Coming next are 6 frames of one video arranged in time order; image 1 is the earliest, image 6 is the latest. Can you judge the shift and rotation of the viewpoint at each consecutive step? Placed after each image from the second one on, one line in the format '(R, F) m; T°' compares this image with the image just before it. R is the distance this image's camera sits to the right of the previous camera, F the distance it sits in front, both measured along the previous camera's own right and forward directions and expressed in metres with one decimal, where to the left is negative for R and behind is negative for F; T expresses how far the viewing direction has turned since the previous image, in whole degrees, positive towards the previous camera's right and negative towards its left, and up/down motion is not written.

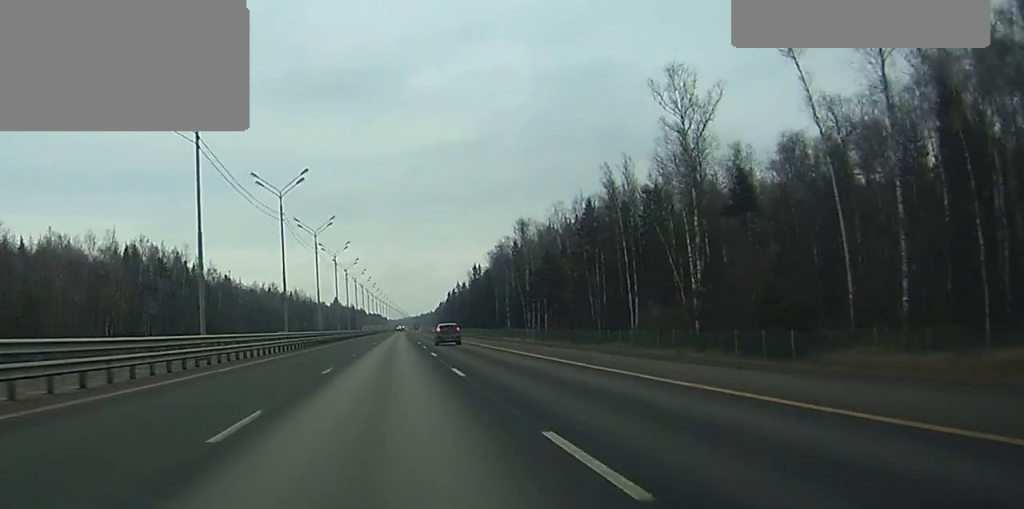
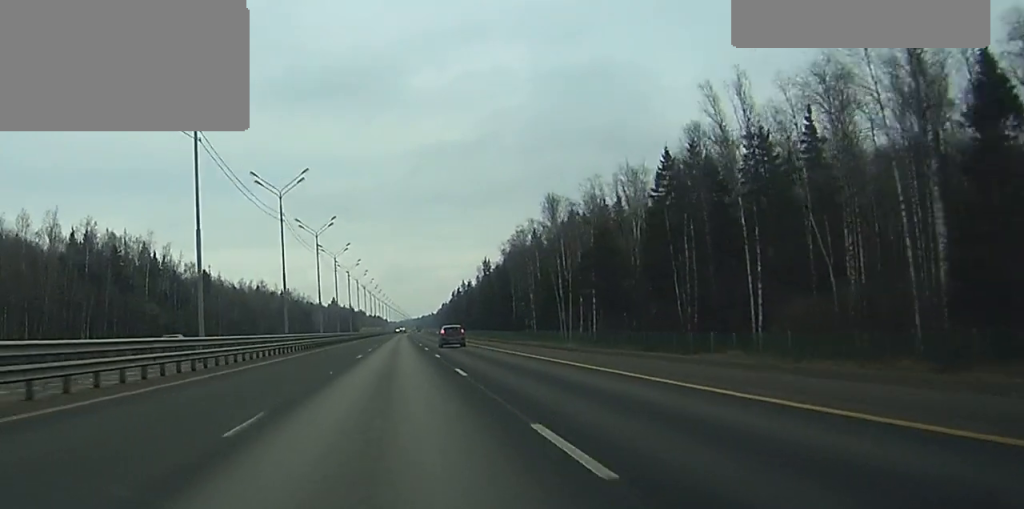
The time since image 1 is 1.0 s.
(0.0, +30.8) m; 0°
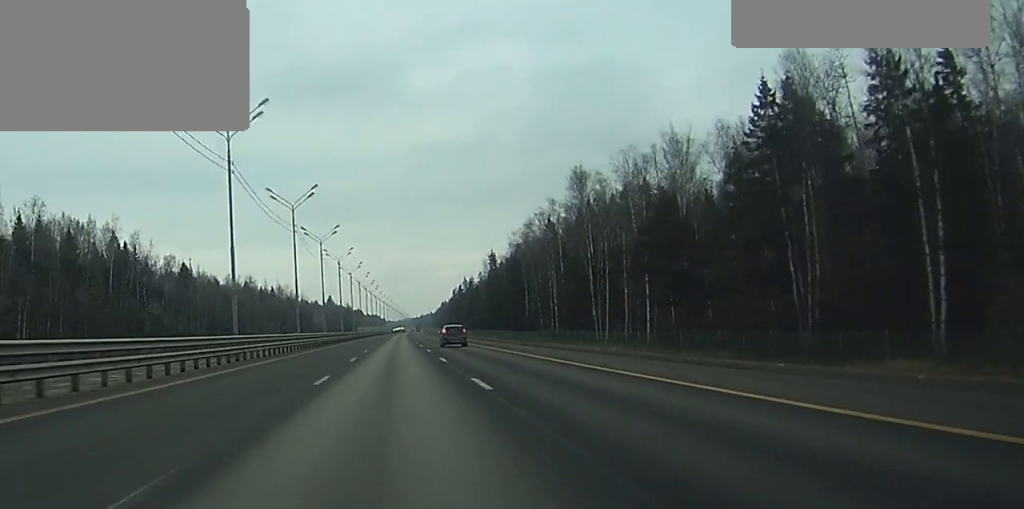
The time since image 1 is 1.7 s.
(+0.1, +21.7) m; 0°
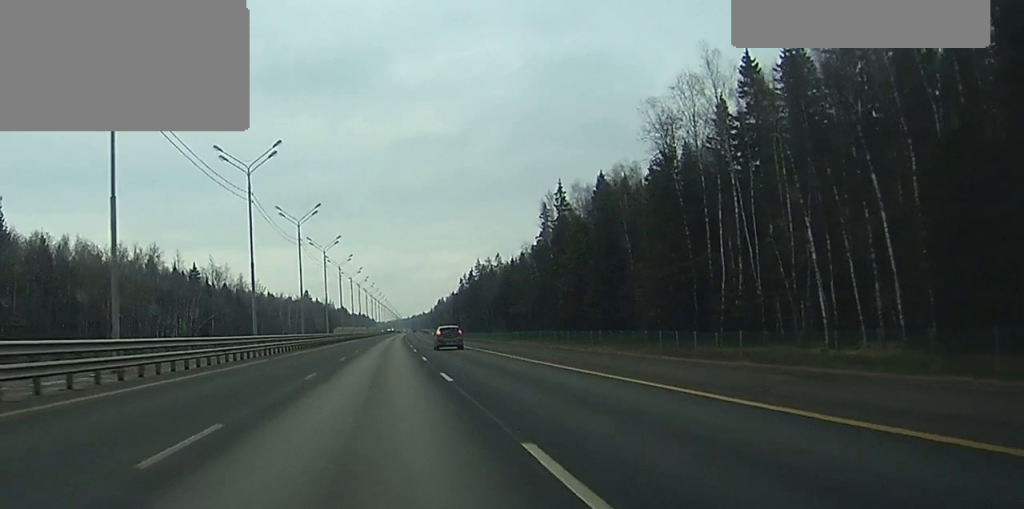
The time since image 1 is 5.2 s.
(+0.8, +110.0) m; +1°
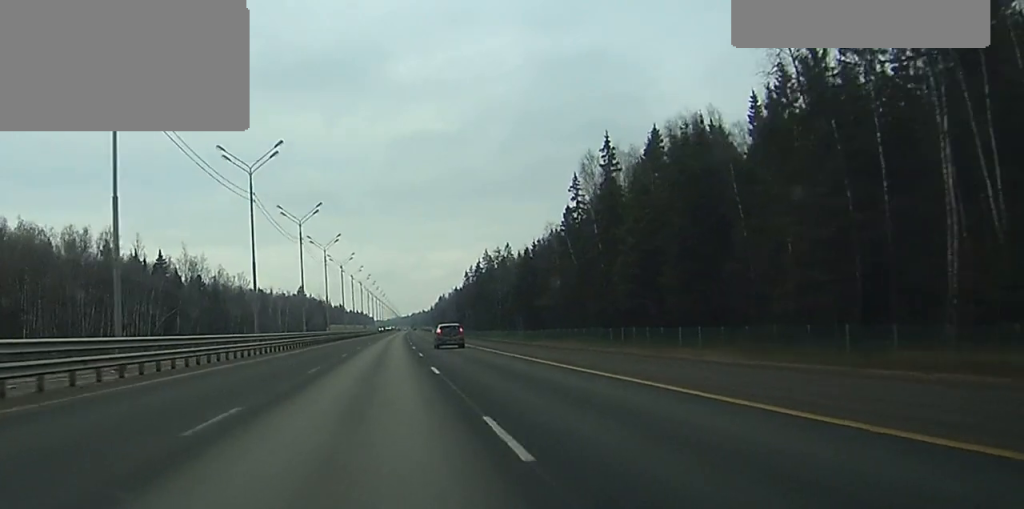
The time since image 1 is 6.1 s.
(0.0, +29.1) m; 0°
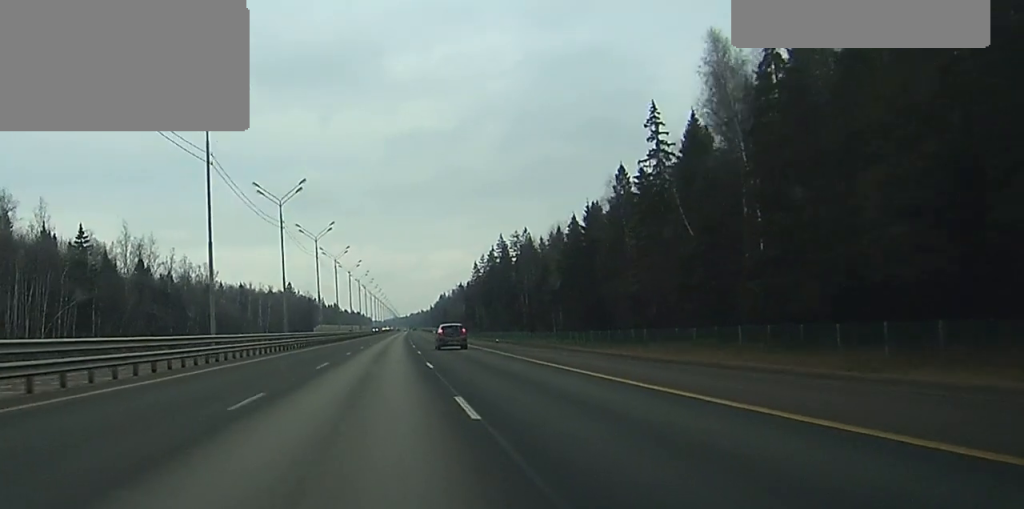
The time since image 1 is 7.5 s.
(-0.1, +42.1) m; 0°
